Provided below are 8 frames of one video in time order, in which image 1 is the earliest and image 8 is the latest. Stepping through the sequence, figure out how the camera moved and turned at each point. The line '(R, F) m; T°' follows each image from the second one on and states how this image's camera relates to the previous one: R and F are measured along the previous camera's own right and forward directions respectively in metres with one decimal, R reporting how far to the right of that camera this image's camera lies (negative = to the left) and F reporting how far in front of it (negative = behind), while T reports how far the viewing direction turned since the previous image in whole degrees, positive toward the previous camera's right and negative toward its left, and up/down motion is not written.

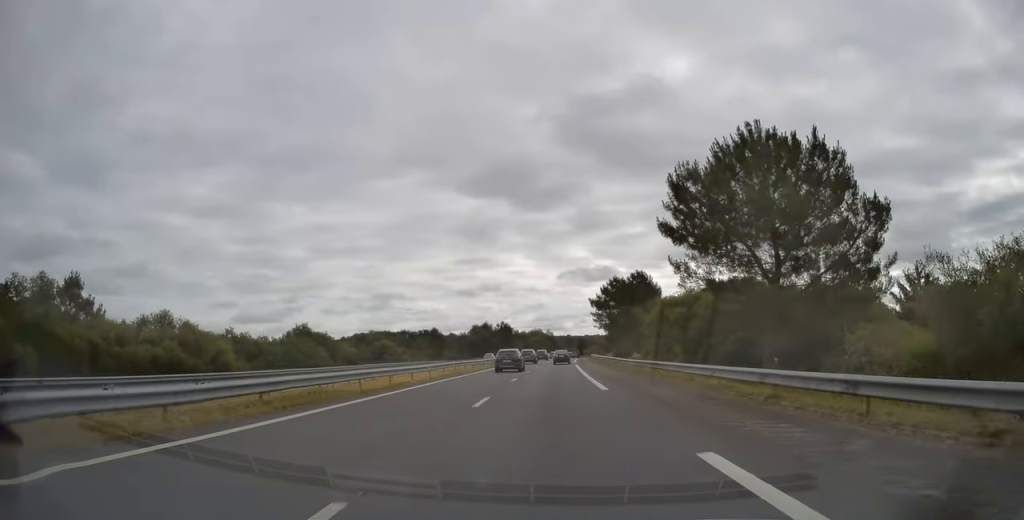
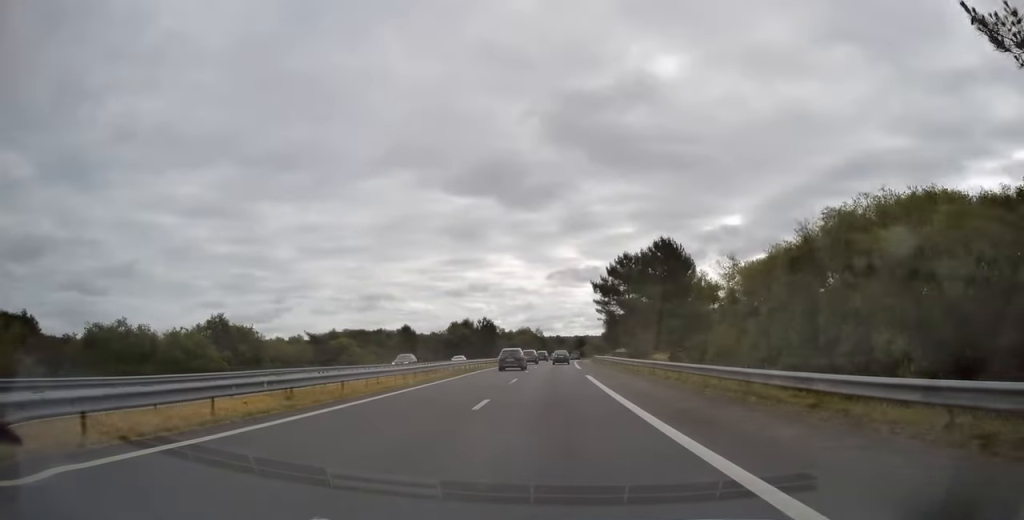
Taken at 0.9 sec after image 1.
(+0.1, +26.1) m; +1°
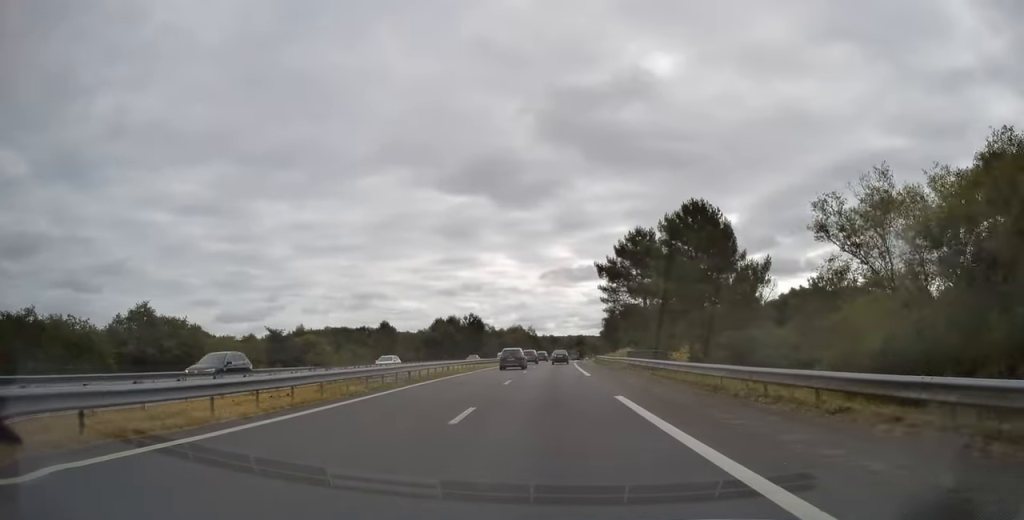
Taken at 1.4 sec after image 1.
(+0.2, +16.1) m; +1°
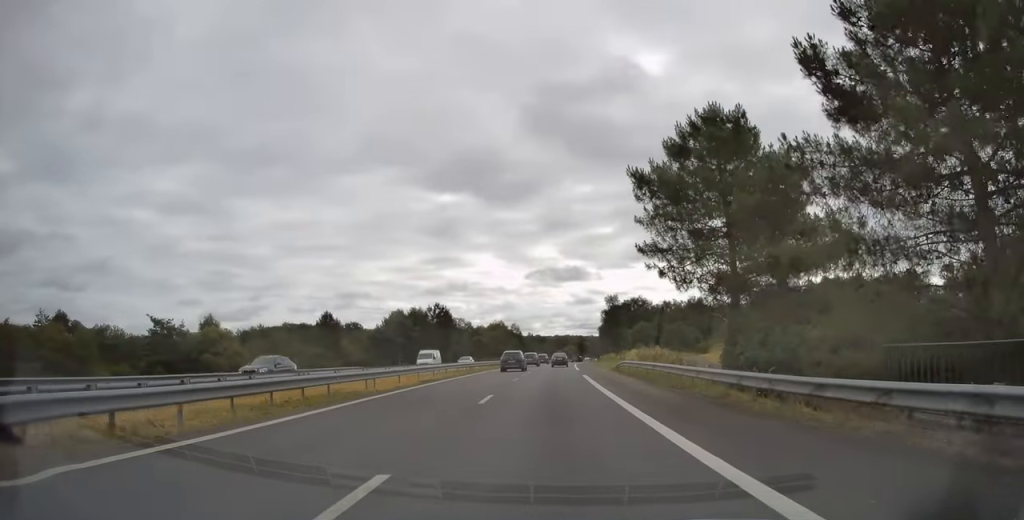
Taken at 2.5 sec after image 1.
(+0.6, +33.2) m; +1°
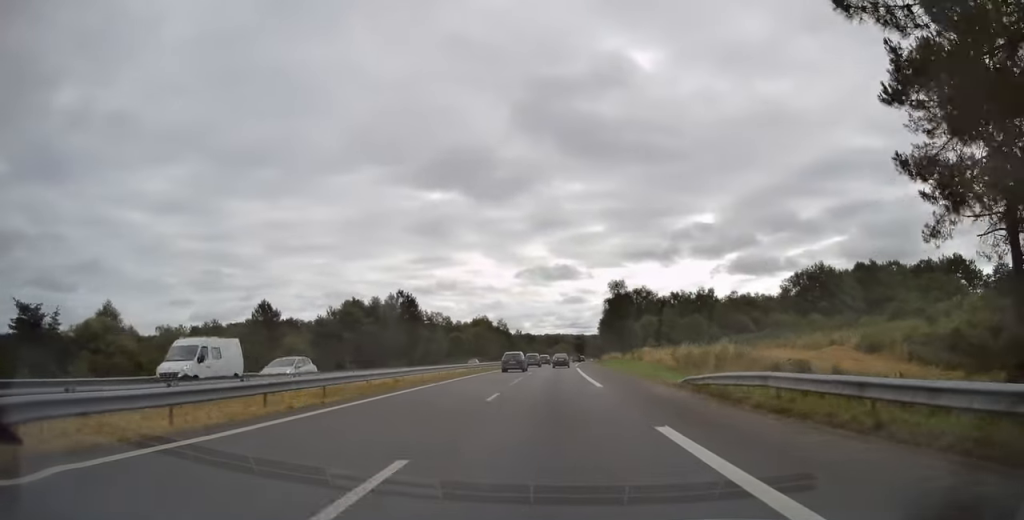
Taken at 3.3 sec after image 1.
(0.0, +24.8) m; +1°
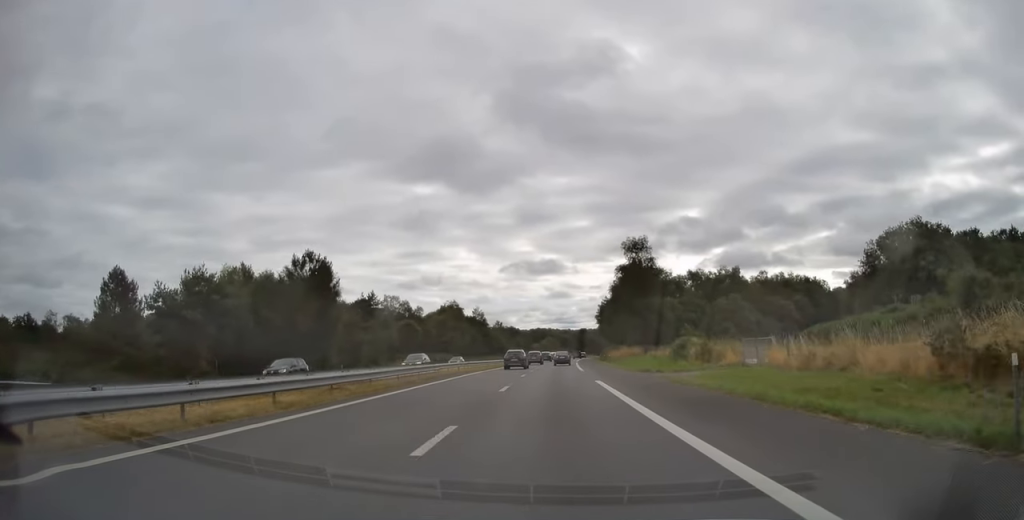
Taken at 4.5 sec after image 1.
(+0.4, +35.5) m; +1°
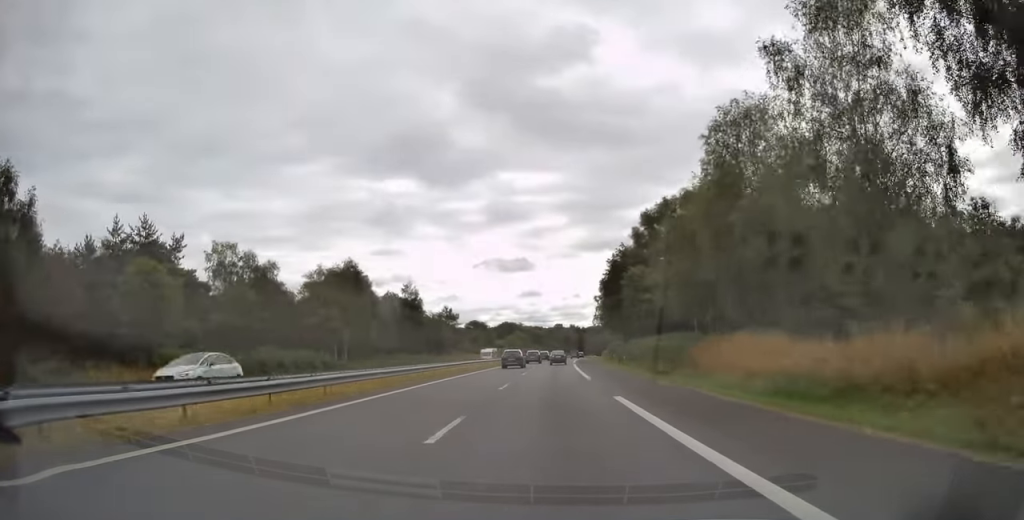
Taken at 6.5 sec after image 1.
(+1.9, +62.8) m; +3°
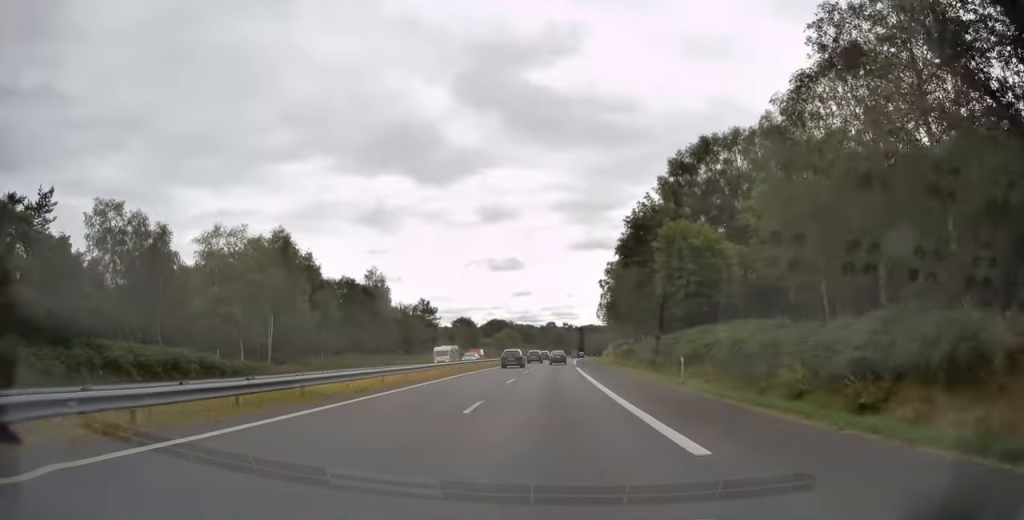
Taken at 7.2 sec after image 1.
(-0.1, +21.2) m; +1°
